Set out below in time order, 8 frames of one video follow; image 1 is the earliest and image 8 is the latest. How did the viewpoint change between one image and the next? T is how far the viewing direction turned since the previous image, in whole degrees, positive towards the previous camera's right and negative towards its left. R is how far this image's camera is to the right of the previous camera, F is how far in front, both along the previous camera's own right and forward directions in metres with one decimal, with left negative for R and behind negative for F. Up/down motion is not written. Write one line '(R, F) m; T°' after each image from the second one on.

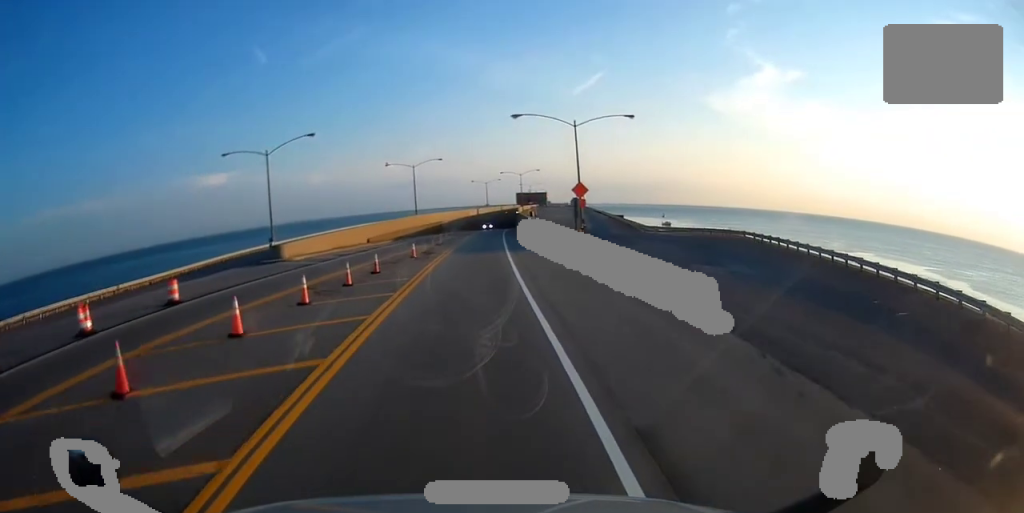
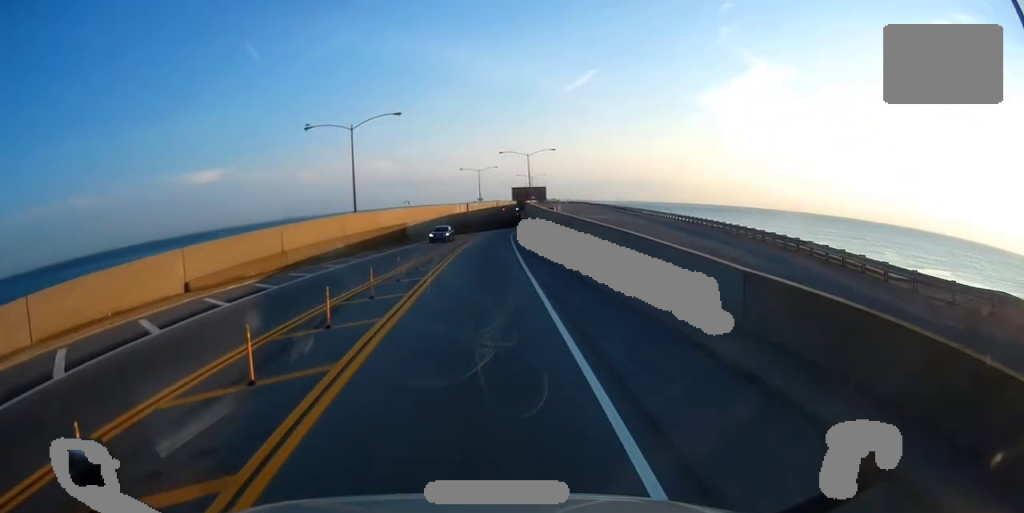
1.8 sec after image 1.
(+0.1, +38.9) m; +1°
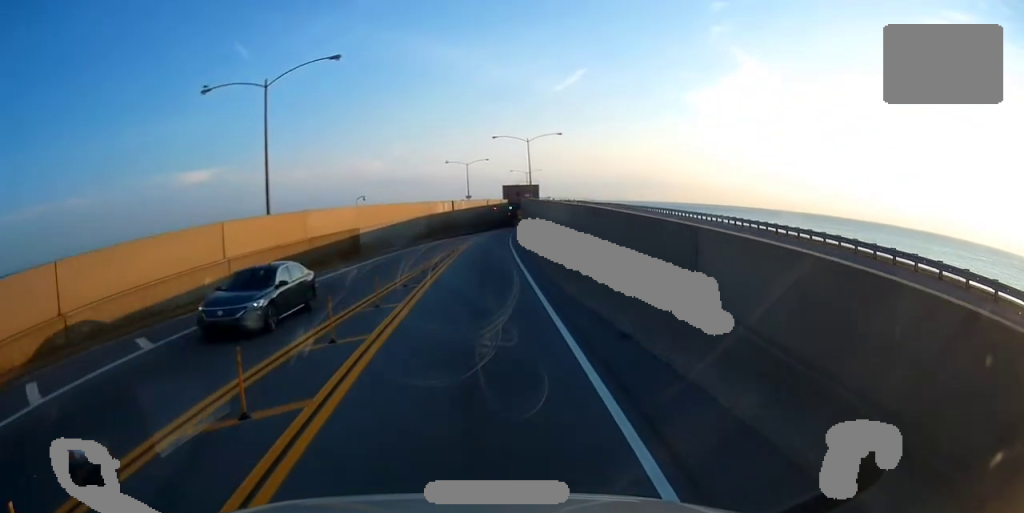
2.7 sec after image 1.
(+0.3, +18.6) m; 0°
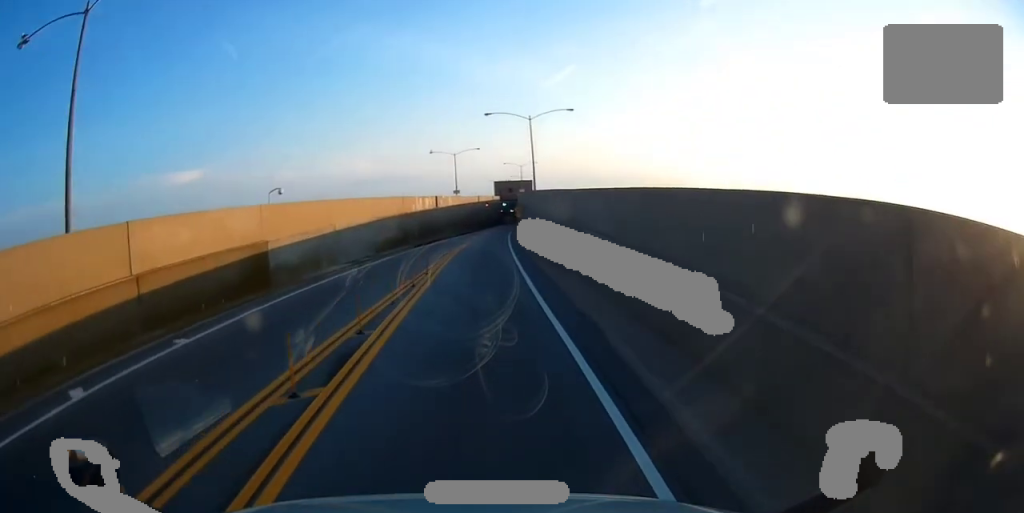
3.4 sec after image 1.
(-0.2, +16.0) m; +1°
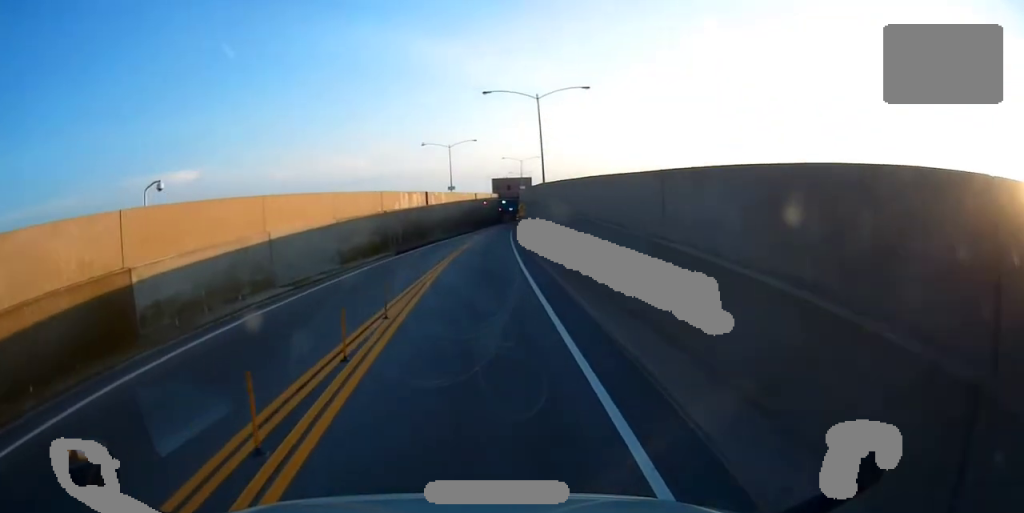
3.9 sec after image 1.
(-0.1, +10.1) m; +1°
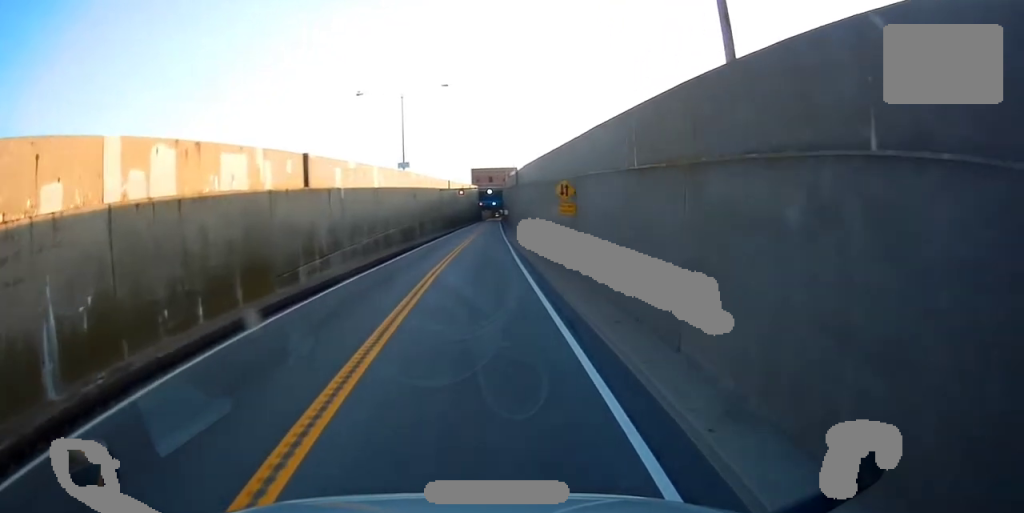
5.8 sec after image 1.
(+0.6, +39.0) m; +2°
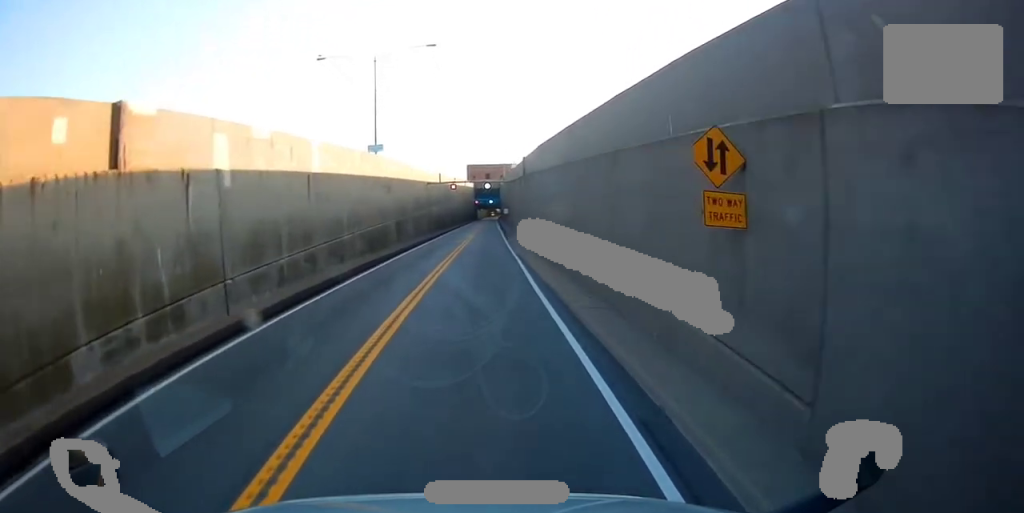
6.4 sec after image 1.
(+0.5, +13.2) m; +1°
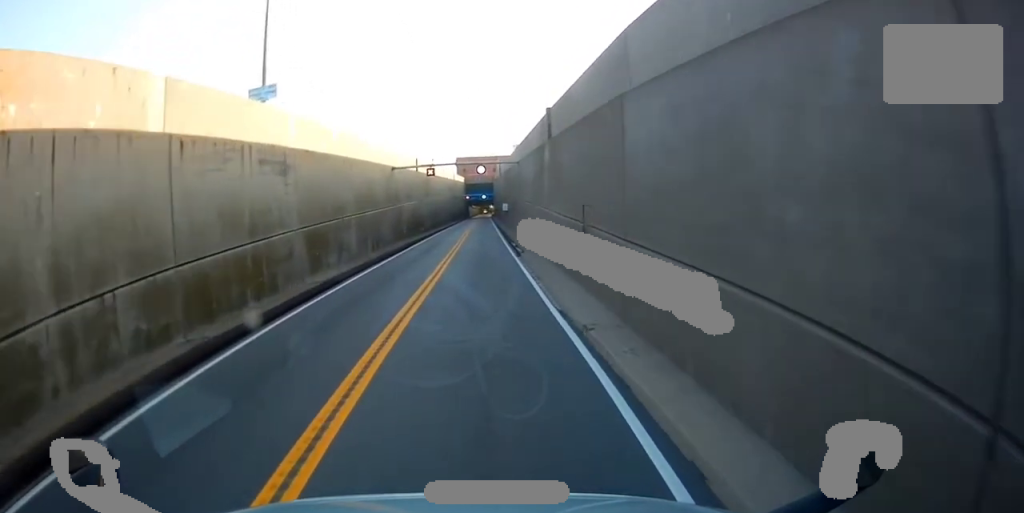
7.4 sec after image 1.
(+0.2, +20.7) m; 0°
